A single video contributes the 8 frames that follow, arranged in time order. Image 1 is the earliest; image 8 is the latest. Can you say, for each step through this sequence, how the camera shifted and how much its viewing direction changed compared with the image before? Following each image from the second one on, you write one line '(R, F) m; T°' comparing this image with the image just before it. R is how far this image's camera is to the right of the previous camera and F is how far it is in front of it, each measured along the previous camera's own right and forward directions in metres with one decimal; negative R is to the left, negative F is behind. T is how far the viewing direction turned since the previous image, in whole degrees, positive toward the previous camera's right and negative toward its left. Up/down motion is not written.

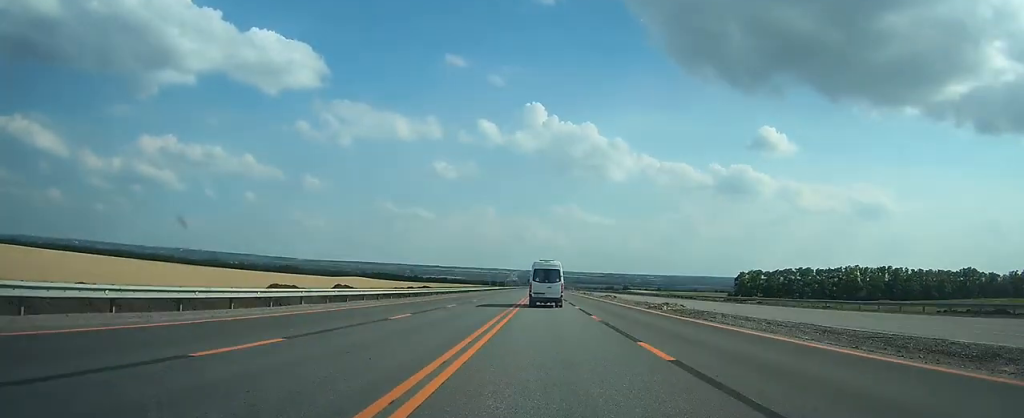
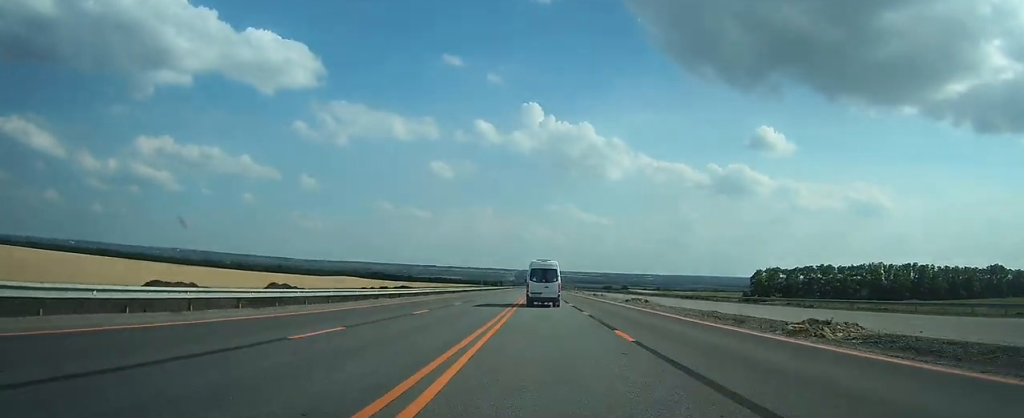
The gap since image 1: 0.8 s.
(0.0, +20.1) m; 0°
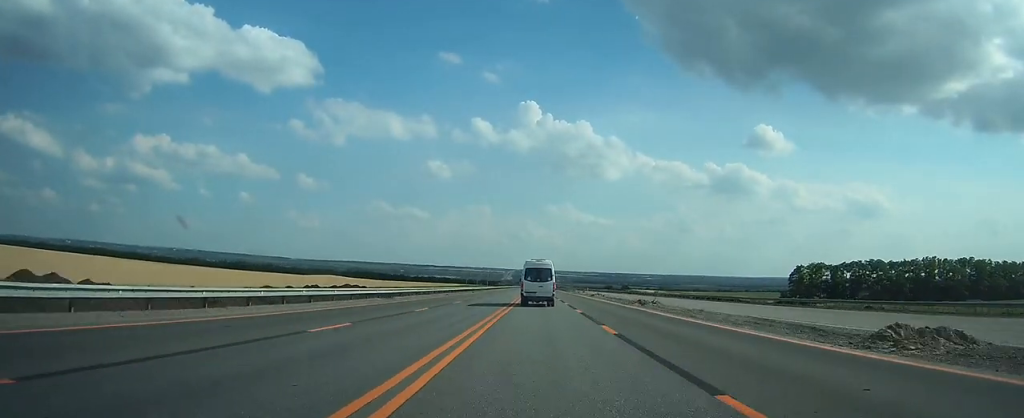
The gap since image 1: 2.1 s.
(0.0, +34.3) m; 0°
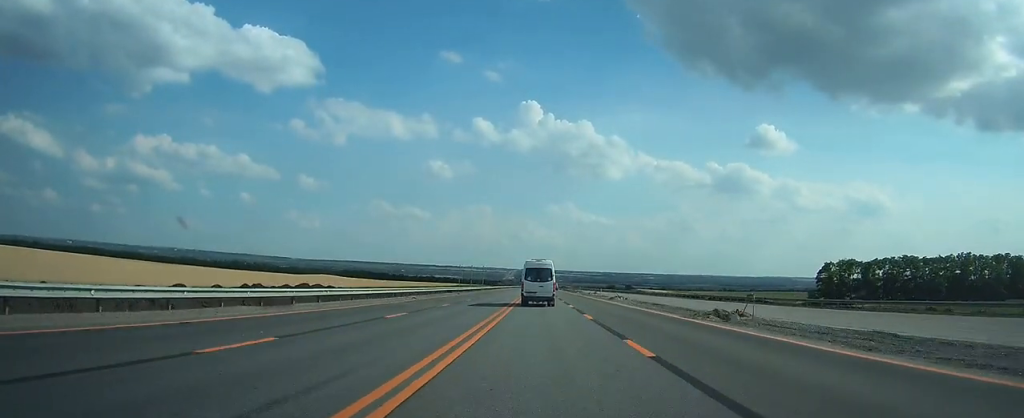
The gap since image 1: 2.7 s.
(0.0, +16.9) m; 0°
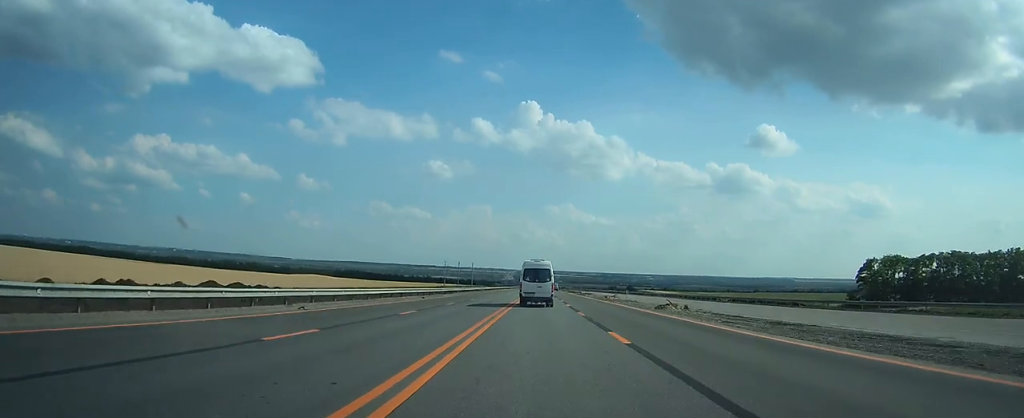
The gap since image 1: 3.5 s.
(0.0, +21.4) m; 0°
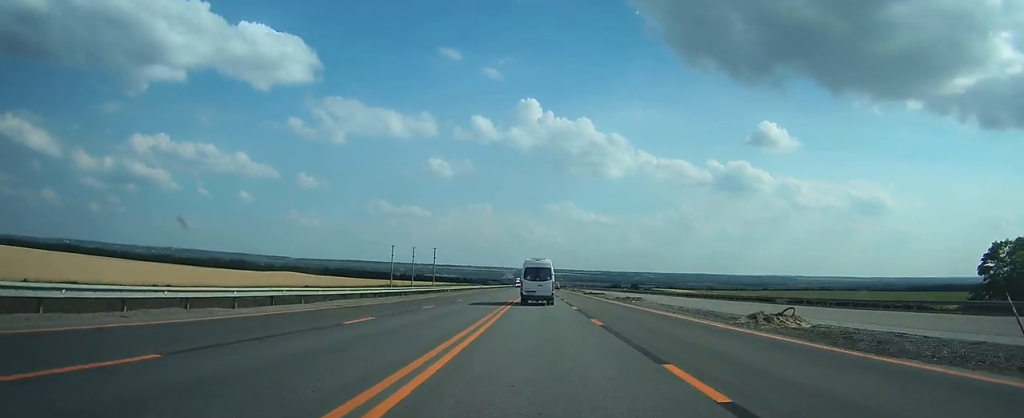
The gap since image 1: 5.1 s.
(0.0, +43.1) m; 0°
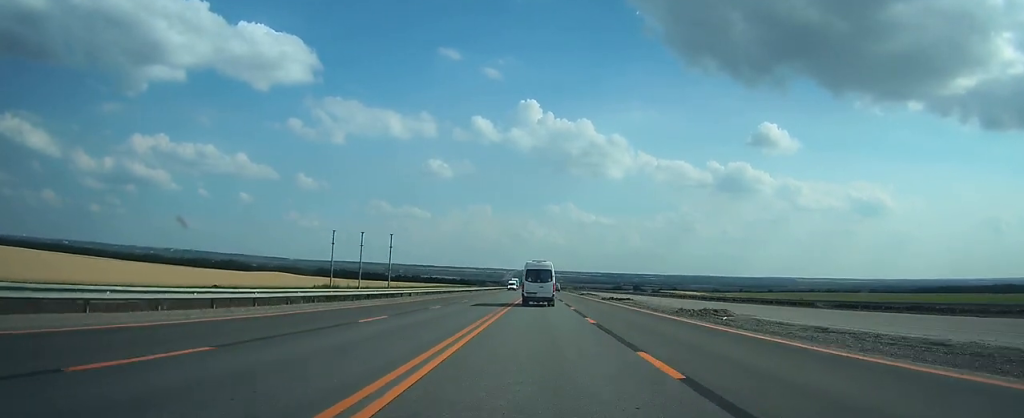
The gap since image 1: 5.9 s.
(0.0, +22.5) m; 0°
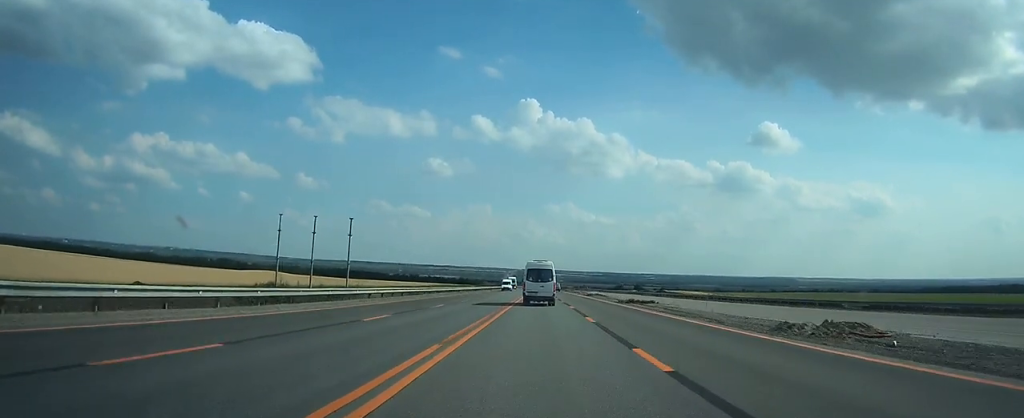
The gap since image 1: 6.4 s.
(0.0, +11.7) m; 0°
